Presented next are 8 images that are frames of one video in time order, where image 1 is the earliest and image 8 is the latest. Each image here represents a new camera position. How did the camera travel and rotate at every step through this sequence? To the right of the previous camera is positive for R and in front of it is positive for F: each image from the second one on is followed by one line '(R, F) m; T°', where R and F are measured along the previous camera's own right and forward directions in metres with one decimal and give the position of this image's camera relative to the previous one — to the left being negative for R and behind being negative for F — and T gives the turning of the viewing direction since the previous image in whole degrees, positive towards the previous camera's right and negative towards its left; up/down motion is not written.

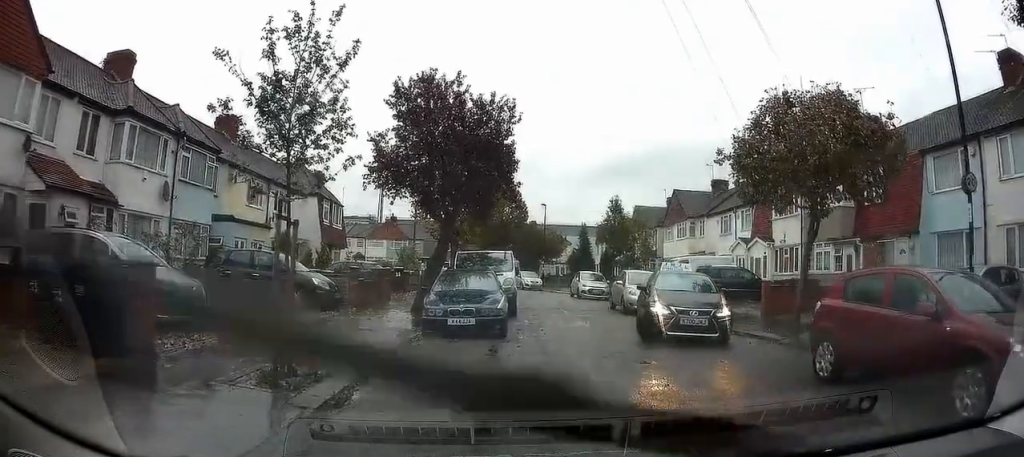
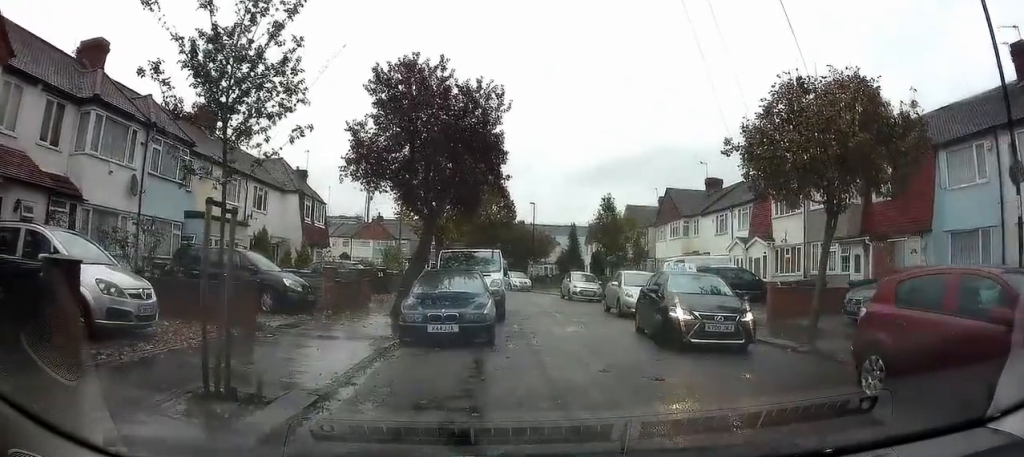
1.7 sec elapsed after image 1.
(+0.2, +0.6) m; 0°
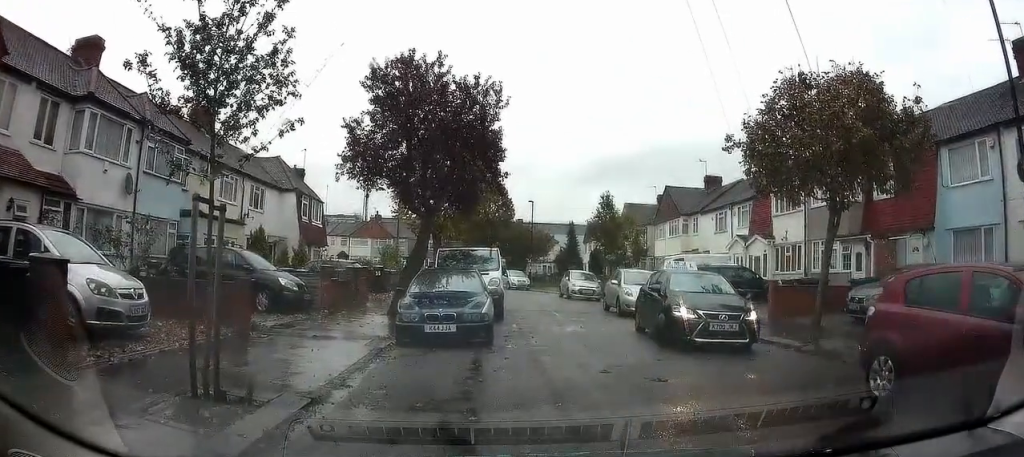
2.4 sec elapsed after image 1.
(+0.1, +0.2) m; 0°
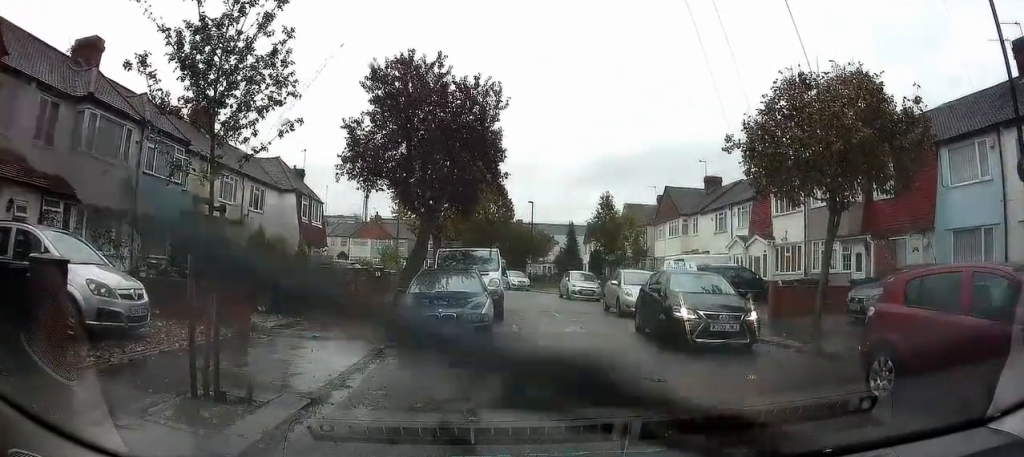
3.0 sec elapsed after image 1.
(+0.1, +0.2) m; 0°
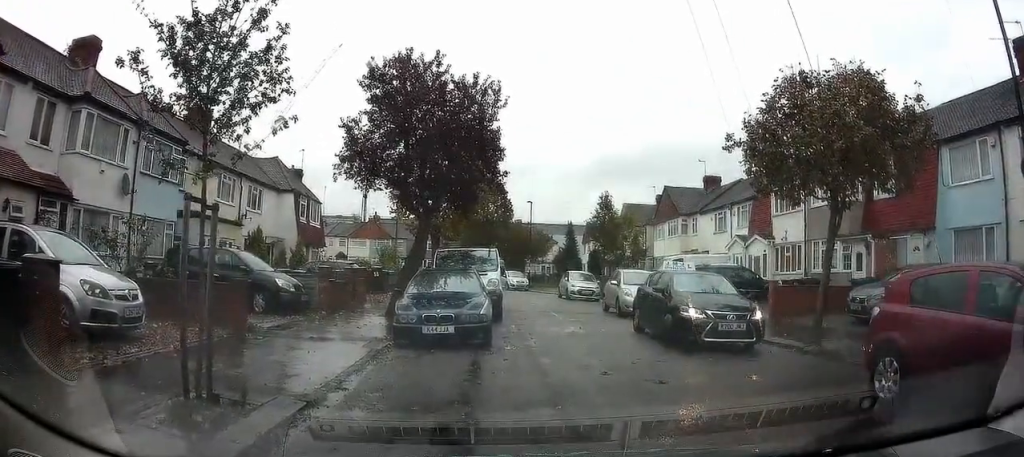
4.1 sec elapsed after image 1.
(+0.1, +0.4) m; 0°
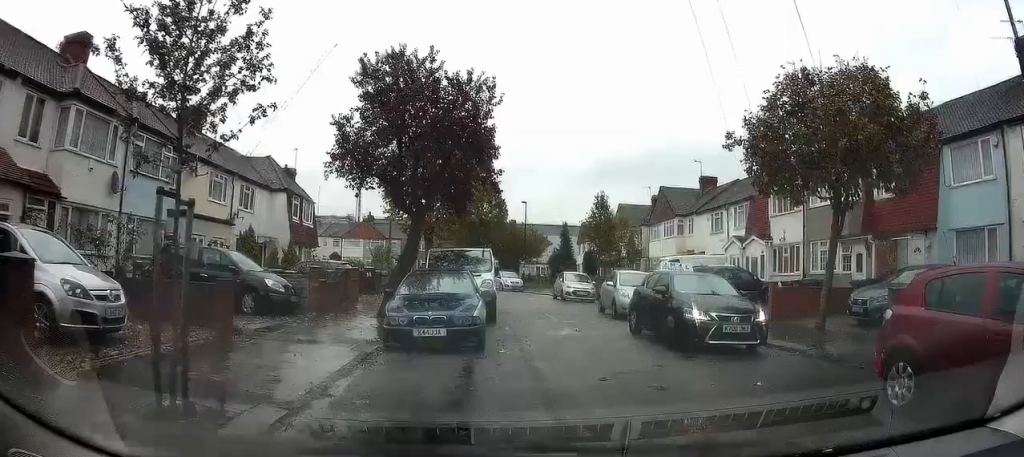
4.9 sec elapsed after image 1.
(+0.1, +0.3) m; 0°
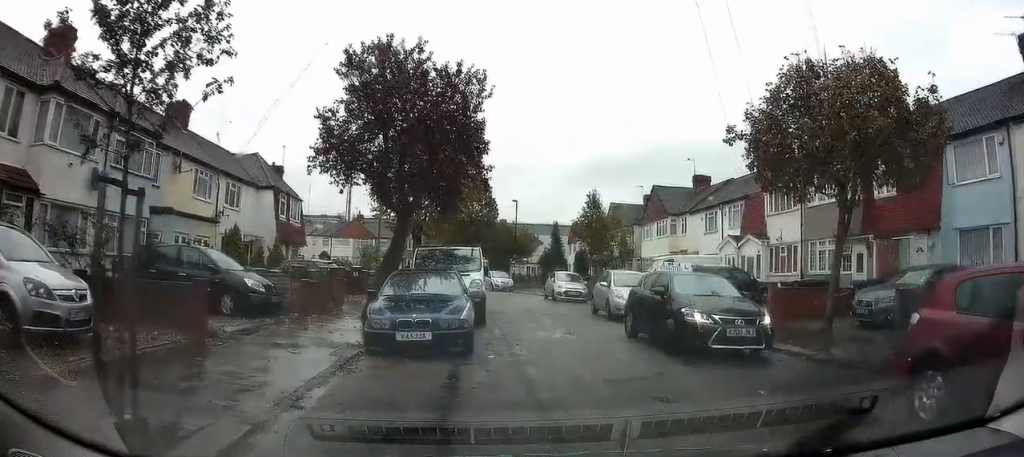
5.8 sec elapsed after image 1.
(+0.1, +0.3) m; 0°
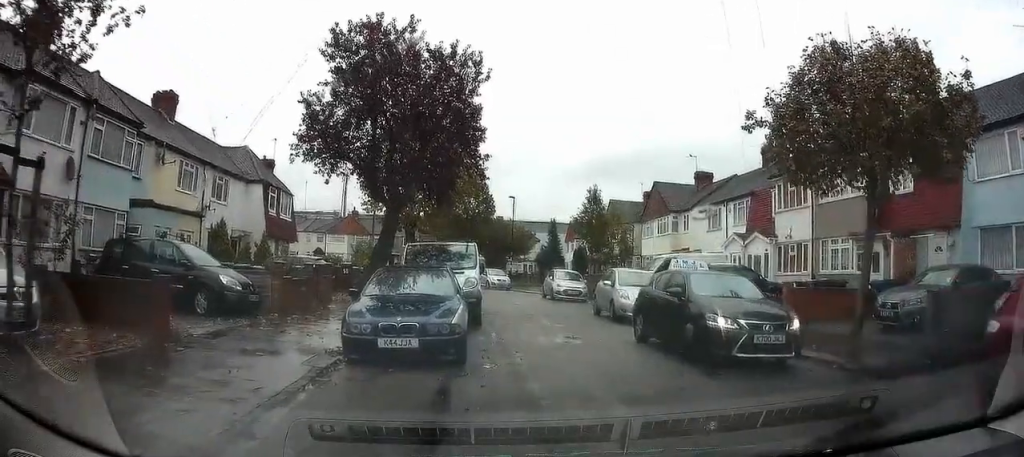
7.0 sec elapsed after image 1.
(0.0, +0.5) m; 0°
